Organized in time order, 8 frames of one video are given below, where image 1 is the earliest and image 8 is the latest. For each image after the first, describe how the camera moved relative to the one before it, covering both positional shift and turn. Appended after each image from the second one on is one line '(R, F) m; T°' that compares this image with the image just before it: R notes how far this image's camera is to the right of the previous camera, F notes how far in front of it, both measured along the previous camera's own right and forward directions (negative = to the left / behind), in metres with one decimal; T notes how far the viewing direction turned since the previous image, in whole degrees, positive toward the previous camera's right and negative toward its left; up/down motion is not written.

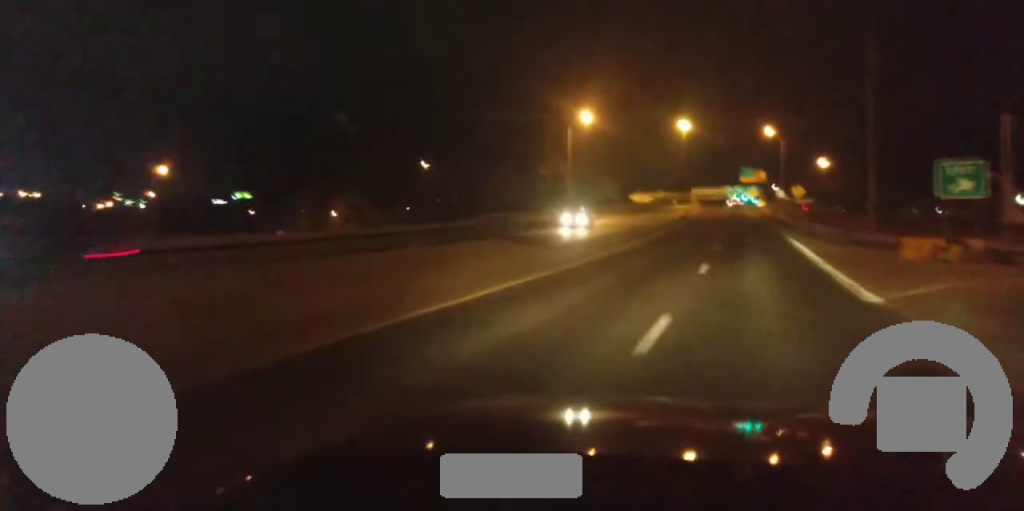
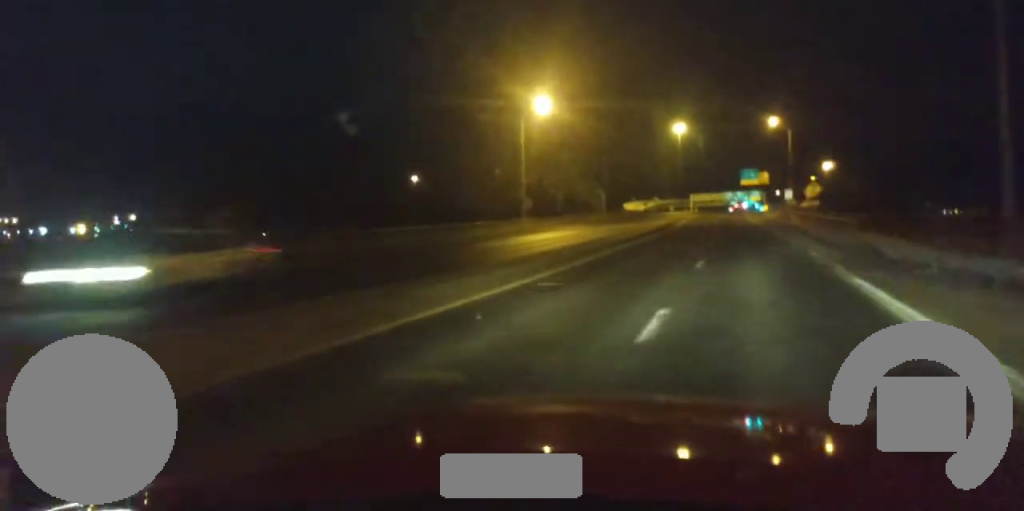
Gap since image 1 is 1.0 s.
(+0.2, +24.0) m; +1°
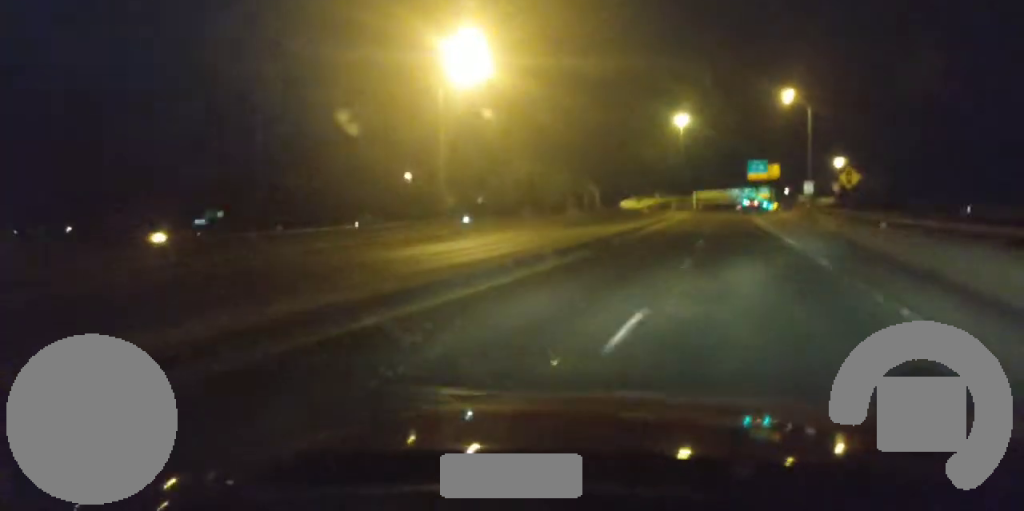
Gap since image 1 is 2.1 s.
(+0.2, +25.3) m; 0°
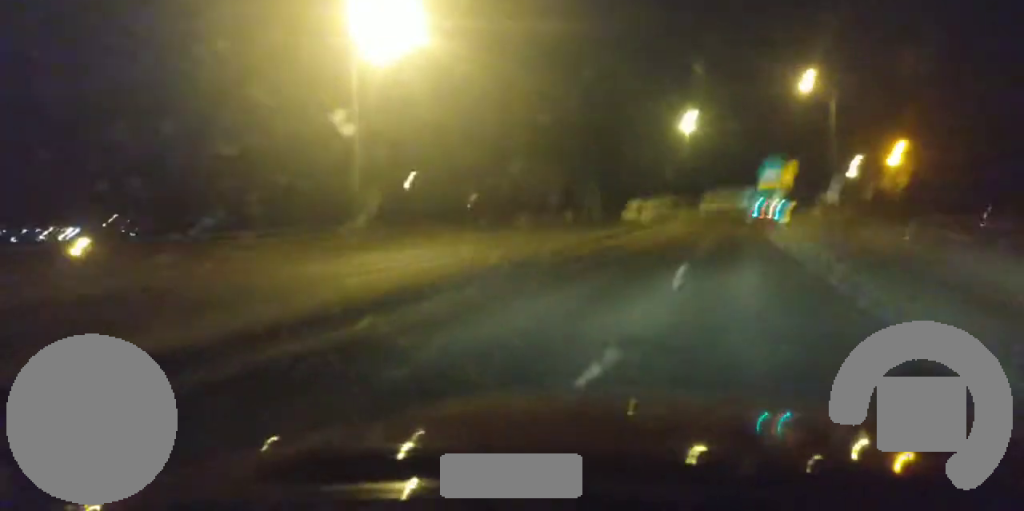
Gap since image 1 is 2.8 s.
(+0.1, +15.3) m; -1°
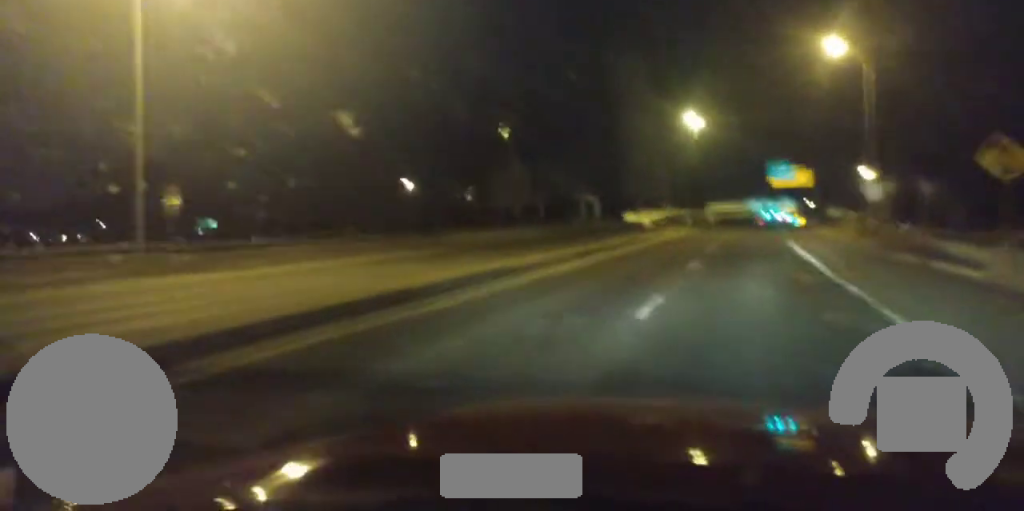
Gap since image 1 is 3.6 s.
(-0.4, +18.3) m; -1°
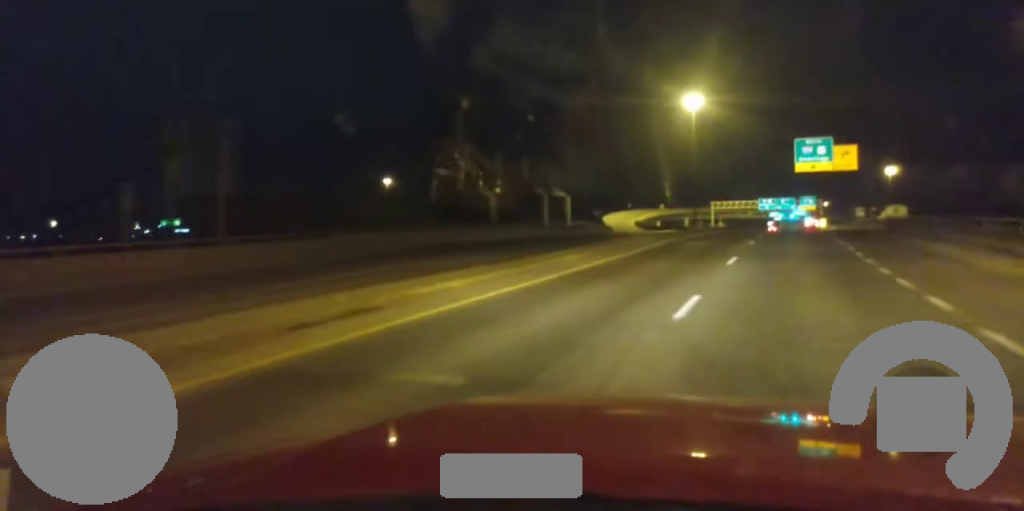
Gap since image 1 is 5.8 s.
(0.0, +50.4) m; 0°
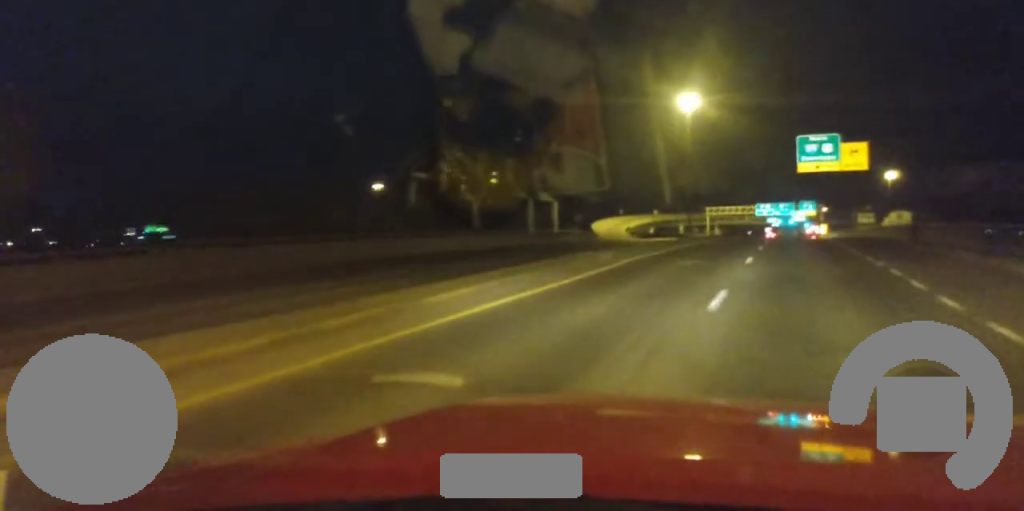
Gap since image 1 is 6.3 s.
(-0.1, +10.3) m; -1°
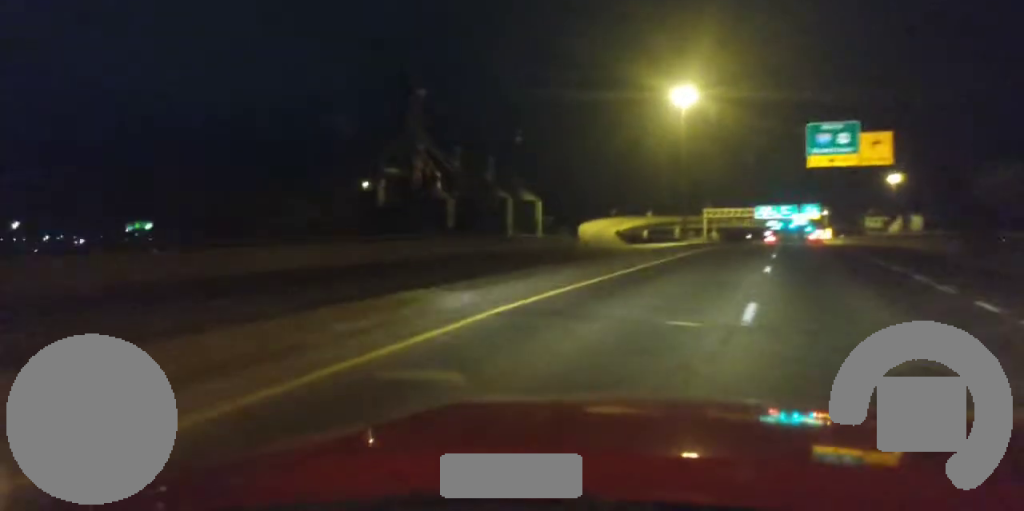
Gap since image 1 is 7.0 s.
(0.0, +14.7) m; -1°
